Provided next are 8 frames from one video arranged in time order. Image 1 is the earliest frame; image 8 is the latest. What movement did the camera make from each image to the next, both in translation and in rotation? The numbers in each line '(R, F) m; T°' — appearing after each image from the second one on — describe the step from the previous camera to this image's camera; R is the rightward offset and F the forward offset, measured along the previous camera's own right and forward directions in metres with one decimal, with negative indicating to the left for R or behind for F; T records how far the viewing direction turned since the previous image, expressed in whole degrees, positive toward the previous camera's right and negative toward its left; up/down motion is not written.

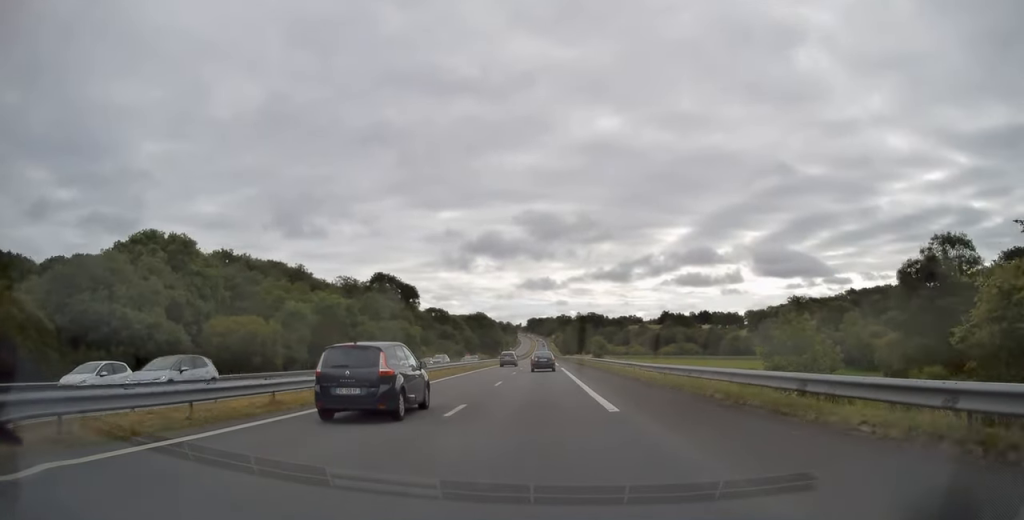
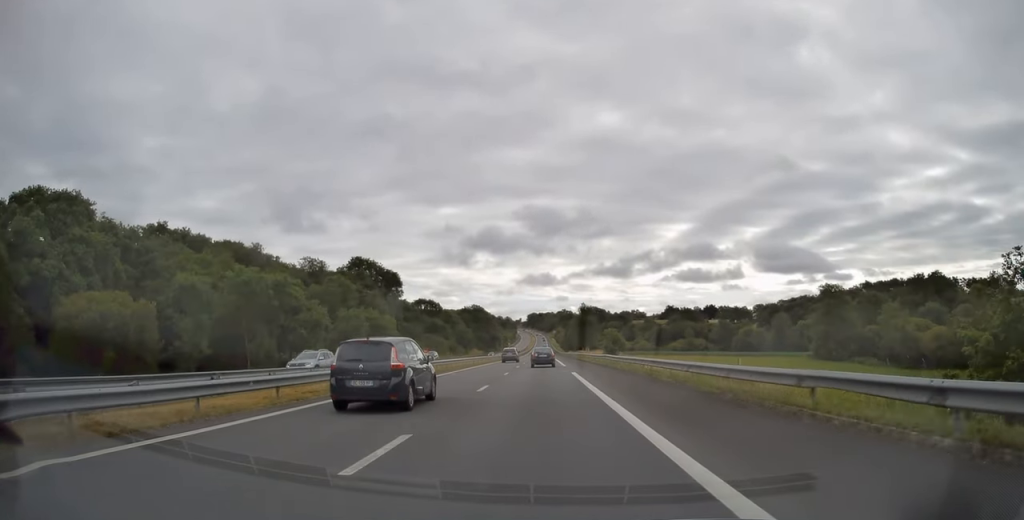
(0.0, +19.7) m; 0°
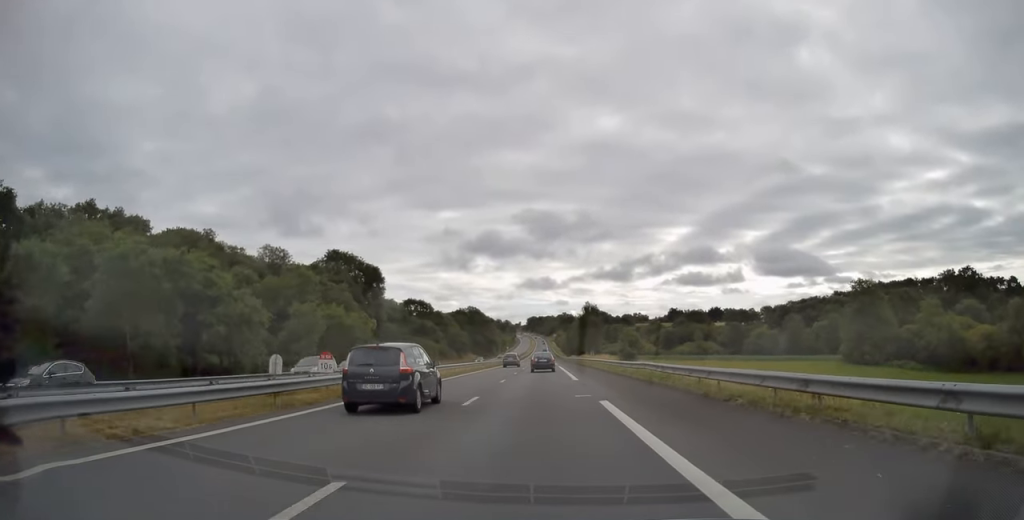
(0.0, +16.2) m; 0°
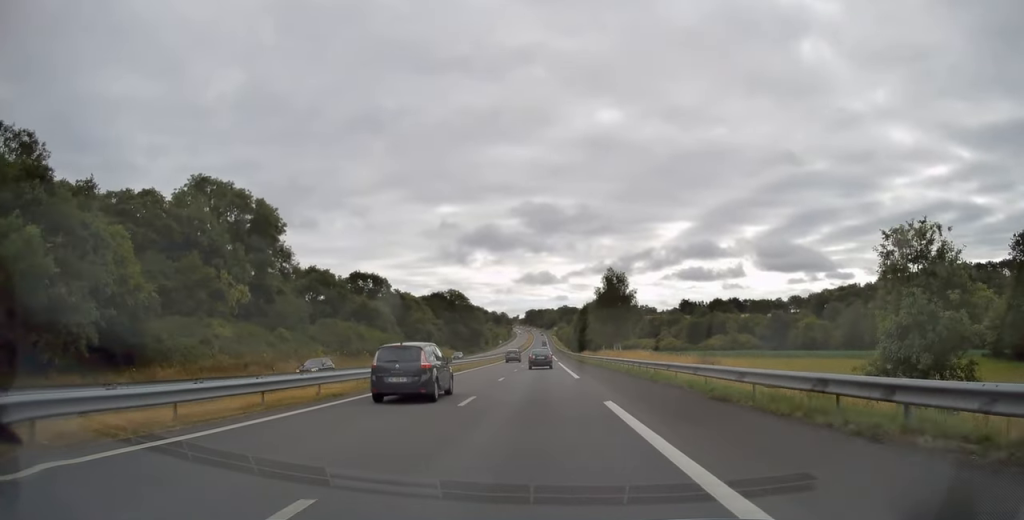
(-0.3, +52.7) m; -1°
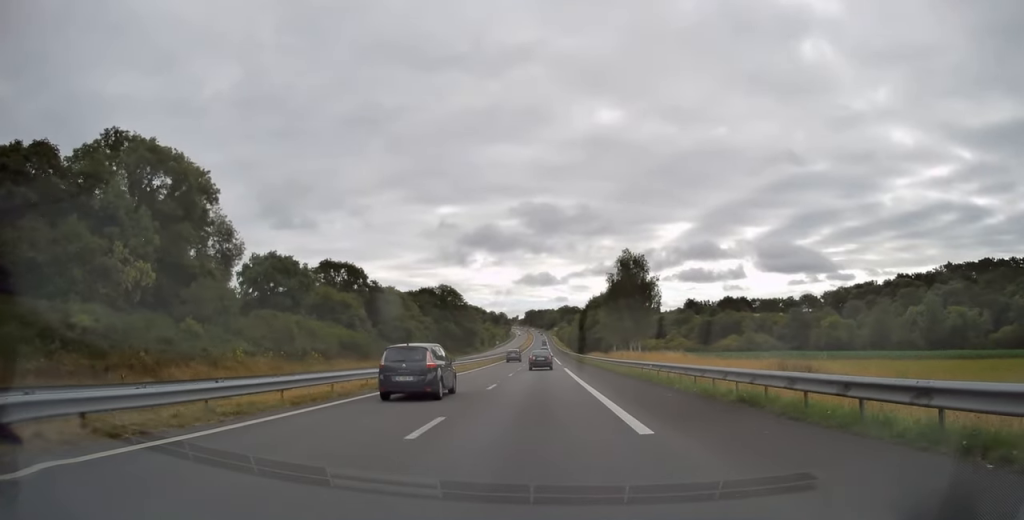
(-0.3, +18.8) m; 0°
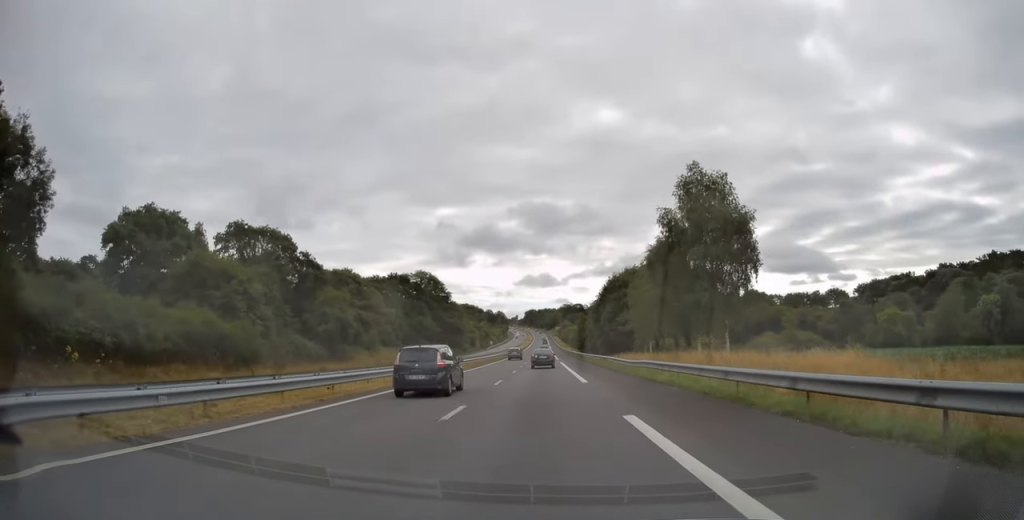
(+0.5, +36.1) m; +1°
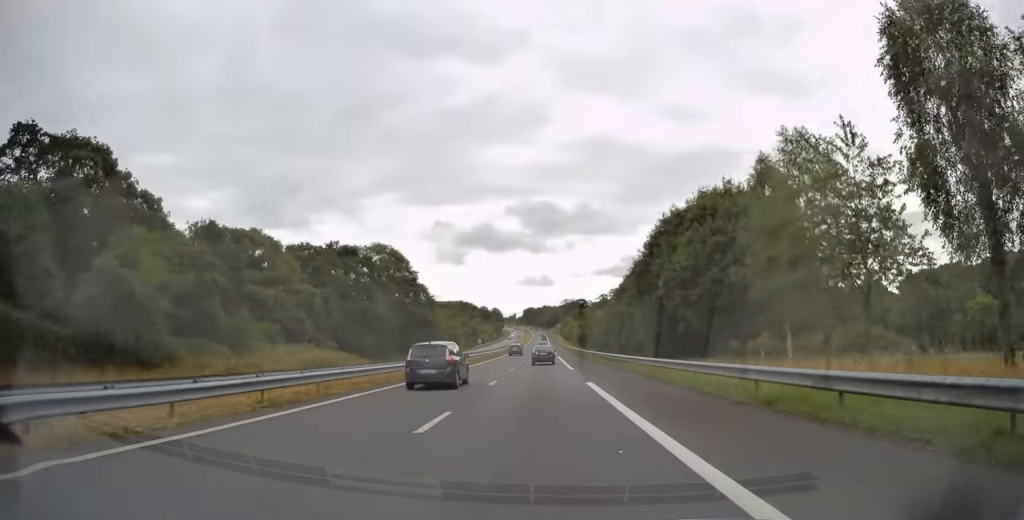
(0.0, +41.1) m; 0°
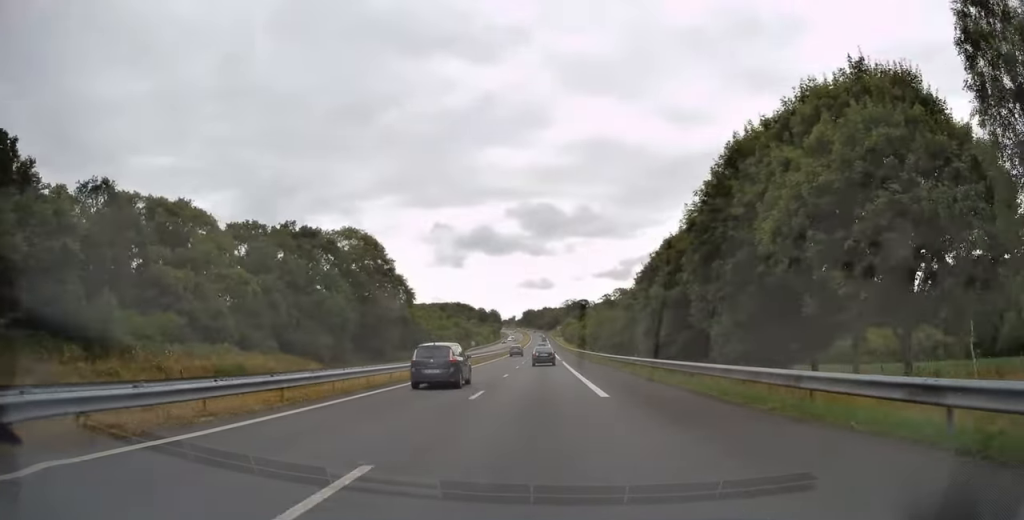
(0.0, +18.8) m; 0°
